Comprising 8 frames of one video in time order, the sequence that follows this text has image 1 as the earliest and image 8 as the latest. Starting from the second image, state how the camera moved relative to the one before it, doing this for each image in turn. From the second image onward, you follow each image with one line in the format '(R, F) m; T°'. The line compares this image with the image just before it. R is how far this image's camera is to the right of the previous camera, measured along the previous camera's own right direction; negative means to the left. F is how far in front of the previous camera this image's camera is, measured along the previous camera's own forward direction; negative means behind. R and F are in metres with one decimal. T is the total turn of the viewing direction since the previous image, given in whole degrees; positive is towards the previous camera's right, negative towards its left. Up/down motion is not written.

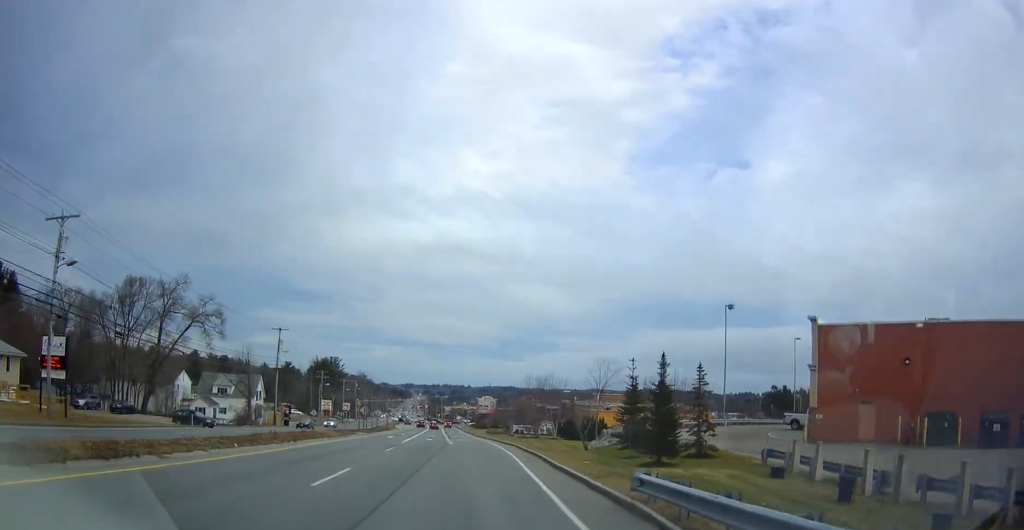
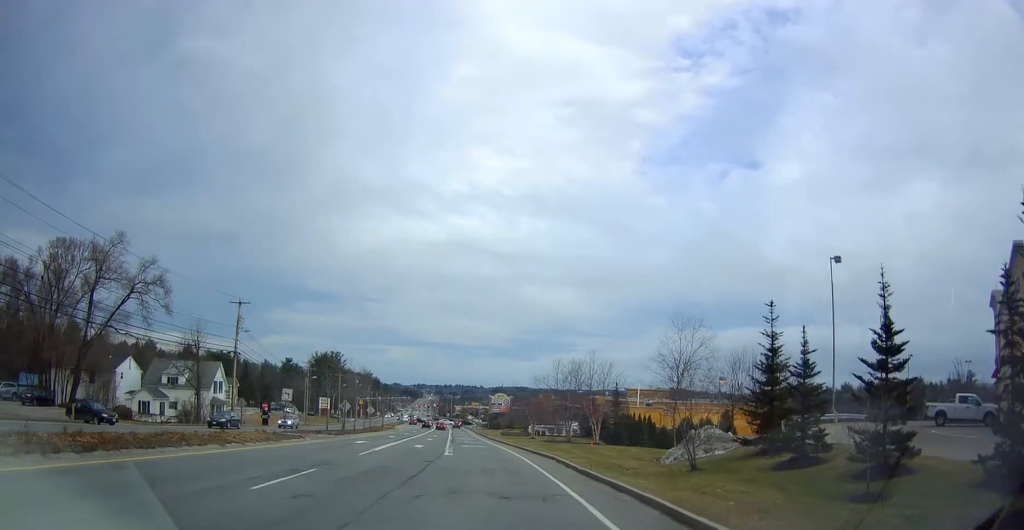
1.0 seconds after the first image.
(-0.5, +18.1) m; -2°
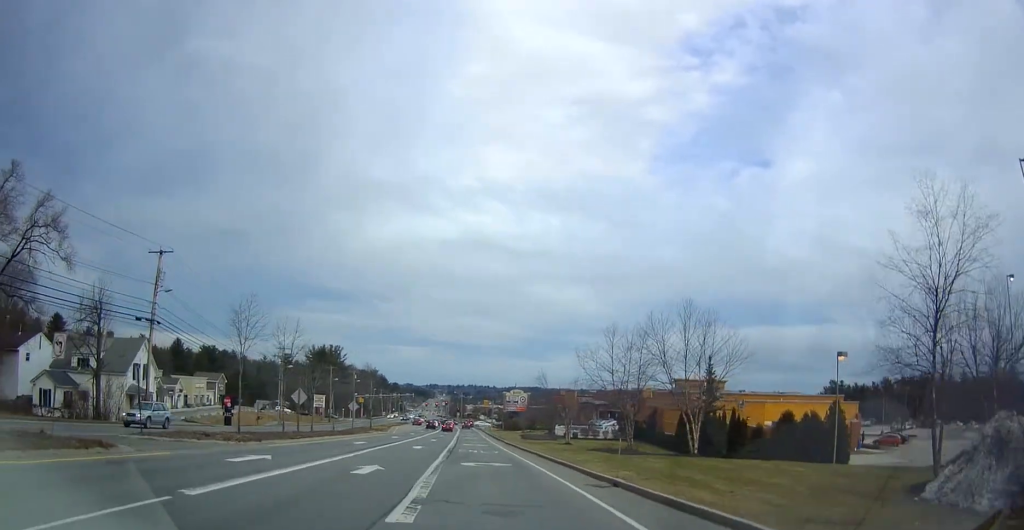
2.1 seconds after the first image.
(-0.1, +20.1) m; -2°
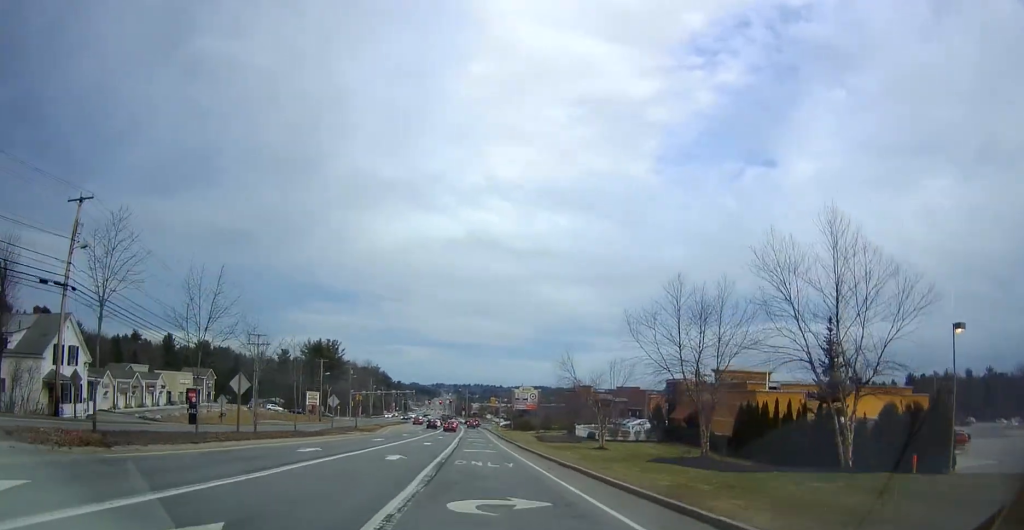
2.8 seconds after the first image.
(-0.4, +12.4) m; 0°
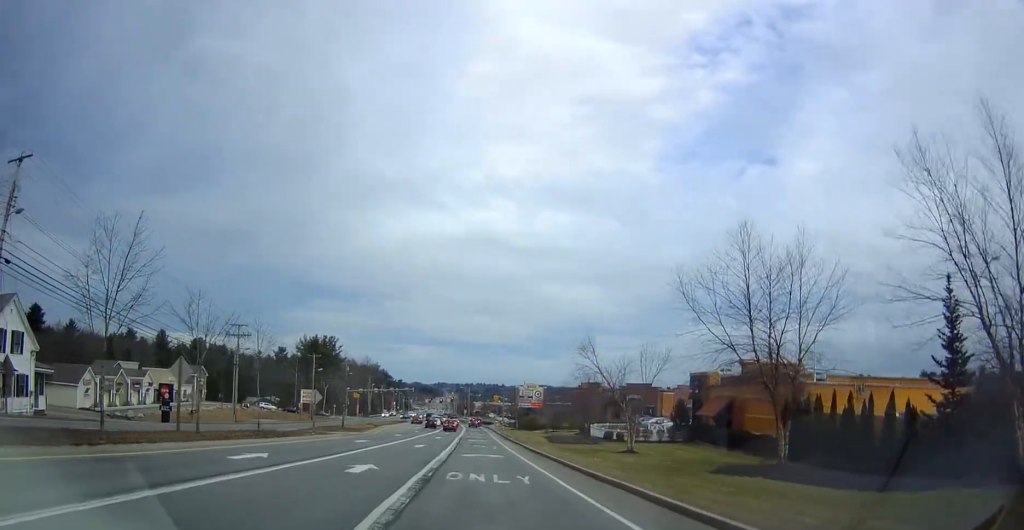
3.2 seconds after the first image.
(0.0, +7.2) m; 0°
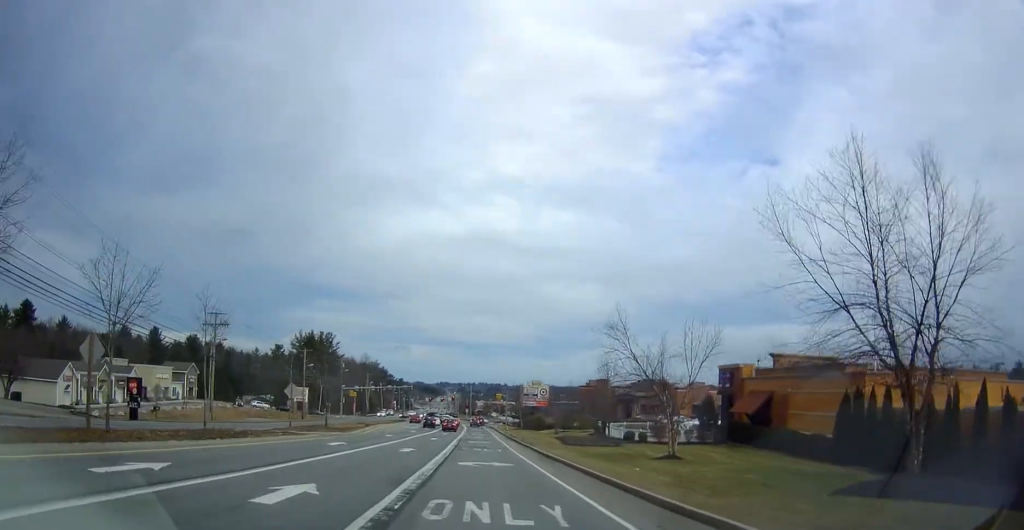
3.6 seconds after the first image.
(+0.2, +7.0) m; 0°
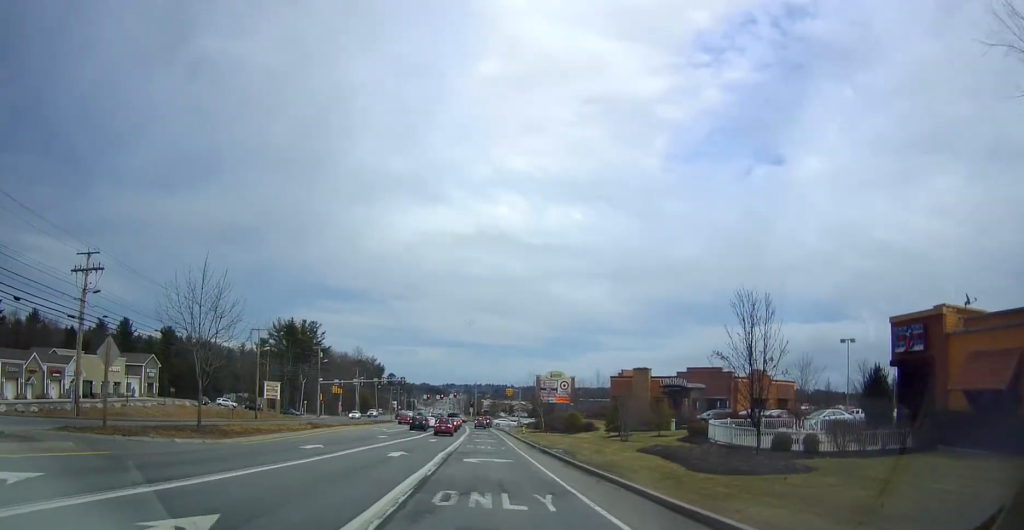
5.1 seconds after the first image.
(-0.4, +24.5) m; -1°
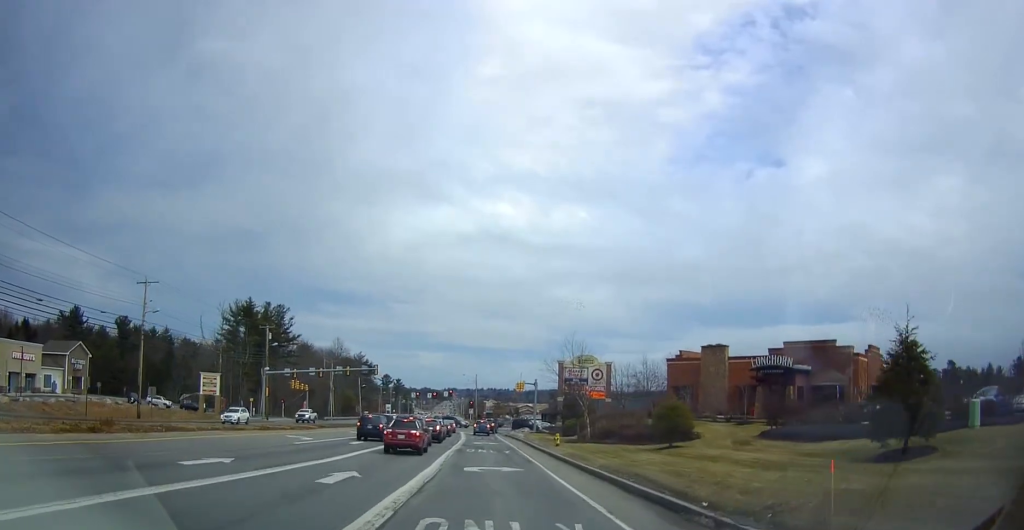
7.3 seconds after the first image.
(+0.4, +29.4) m; 0°
